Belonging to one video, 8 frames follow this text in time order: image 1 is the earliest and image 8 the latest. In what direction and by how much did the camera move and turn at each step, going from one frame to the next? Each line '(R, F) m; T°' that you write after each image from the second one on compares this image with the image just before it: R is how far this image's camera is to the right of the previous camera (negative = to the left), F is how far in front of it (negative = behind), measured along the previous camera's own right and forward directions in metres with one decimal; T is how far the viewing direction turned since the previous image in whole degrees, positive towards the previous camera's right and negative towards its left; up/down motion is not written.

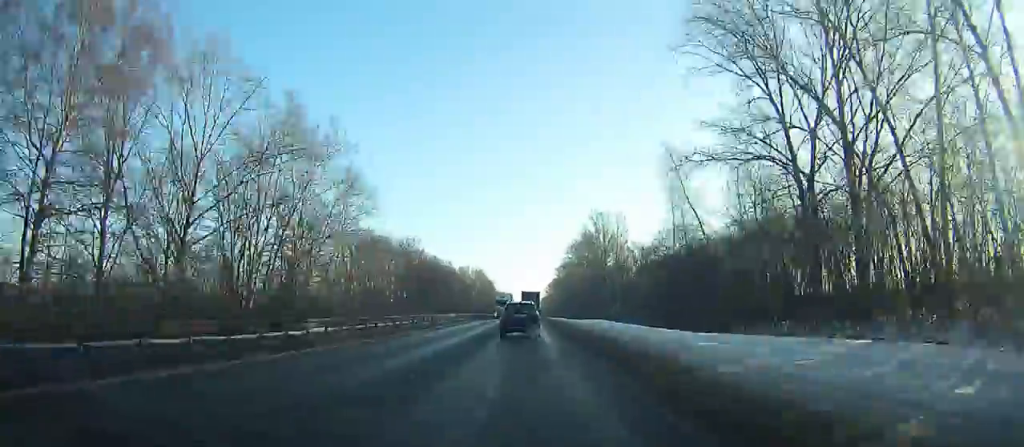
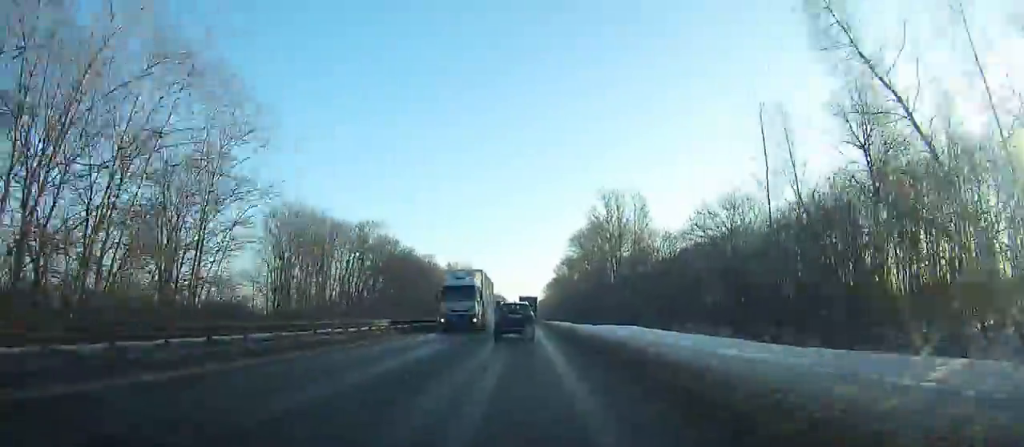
(0.0, +26.4) m; 0°
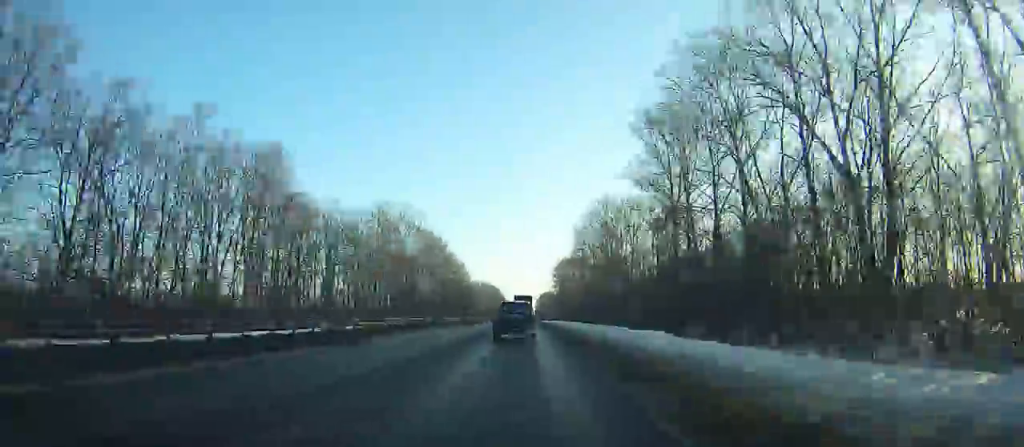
(-0.3, +101.1) m; 0°
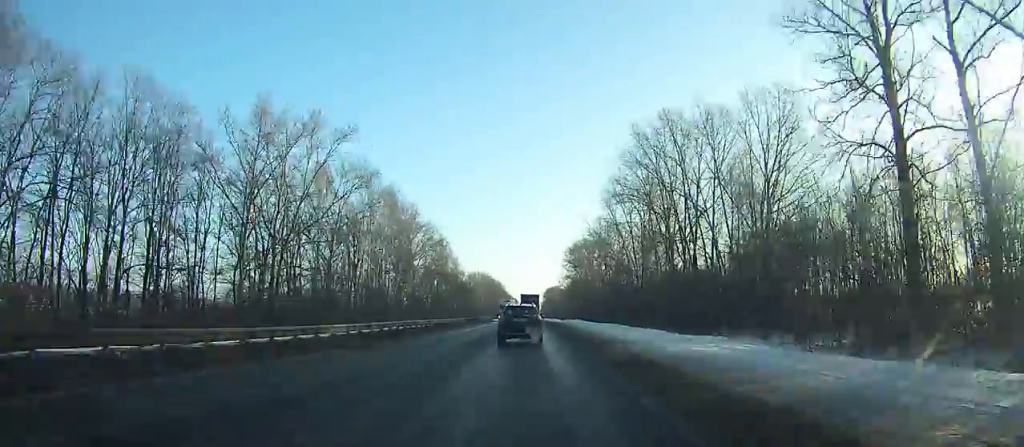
(0.0, +44.3) m; 0°
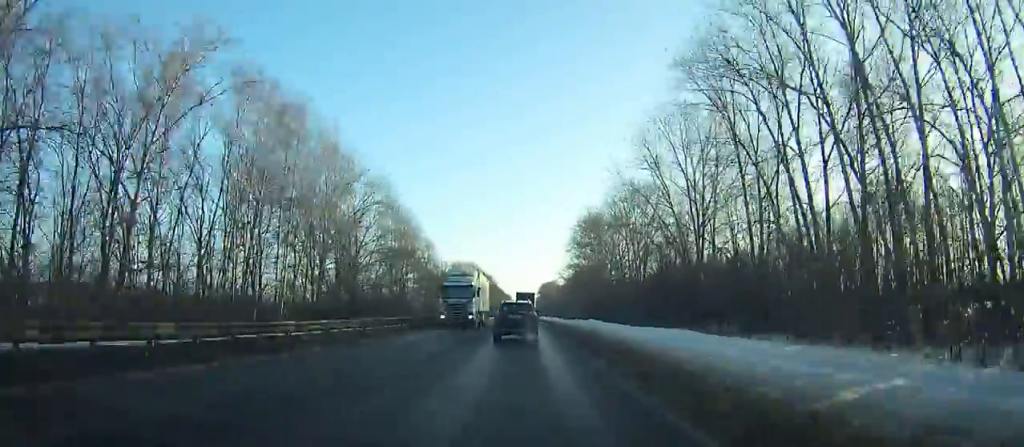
(0.0, +36.2) m; 0°
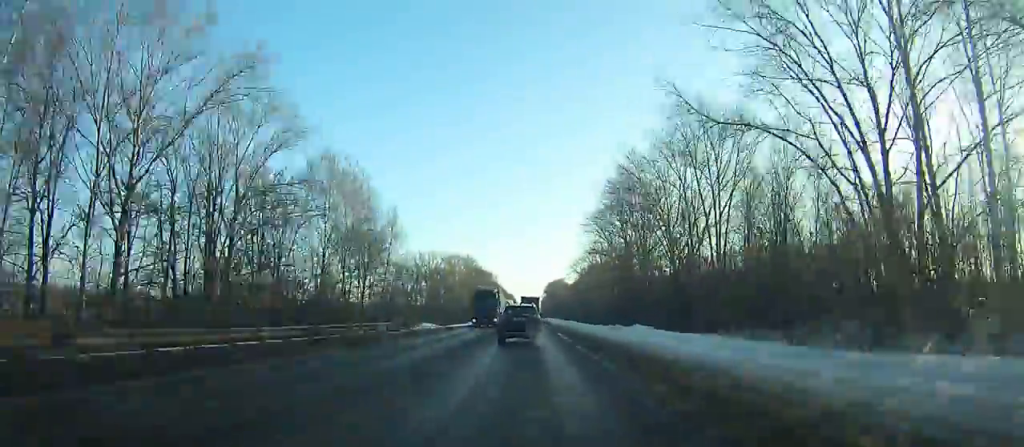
(0.0, +36.3) m; 0°
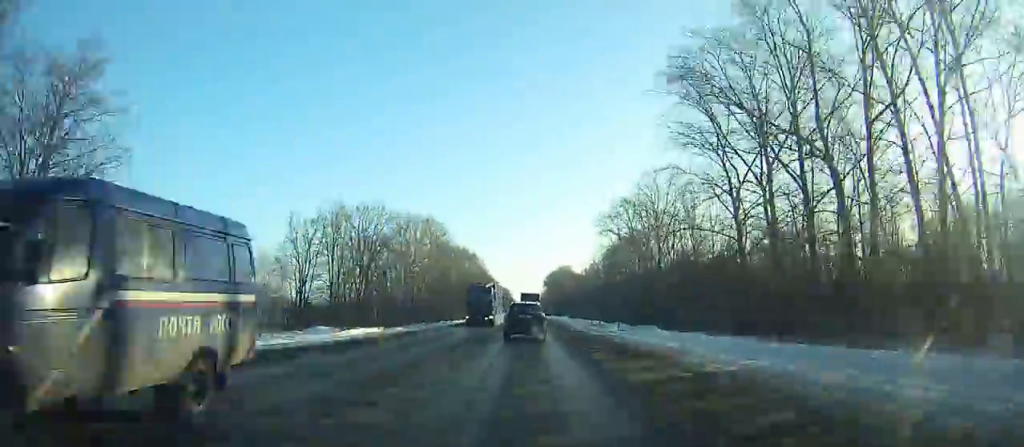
(-0.3, +70.9) m; 0°
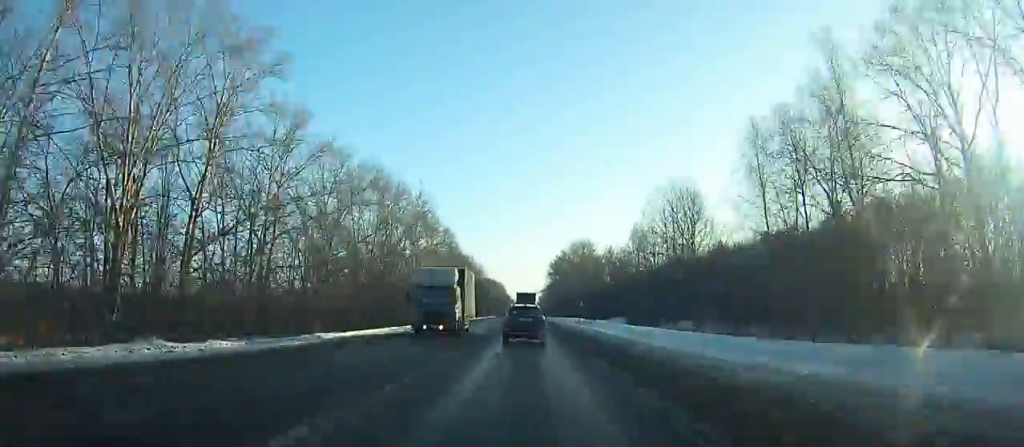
(+0.5, +92.1) m; +1°
